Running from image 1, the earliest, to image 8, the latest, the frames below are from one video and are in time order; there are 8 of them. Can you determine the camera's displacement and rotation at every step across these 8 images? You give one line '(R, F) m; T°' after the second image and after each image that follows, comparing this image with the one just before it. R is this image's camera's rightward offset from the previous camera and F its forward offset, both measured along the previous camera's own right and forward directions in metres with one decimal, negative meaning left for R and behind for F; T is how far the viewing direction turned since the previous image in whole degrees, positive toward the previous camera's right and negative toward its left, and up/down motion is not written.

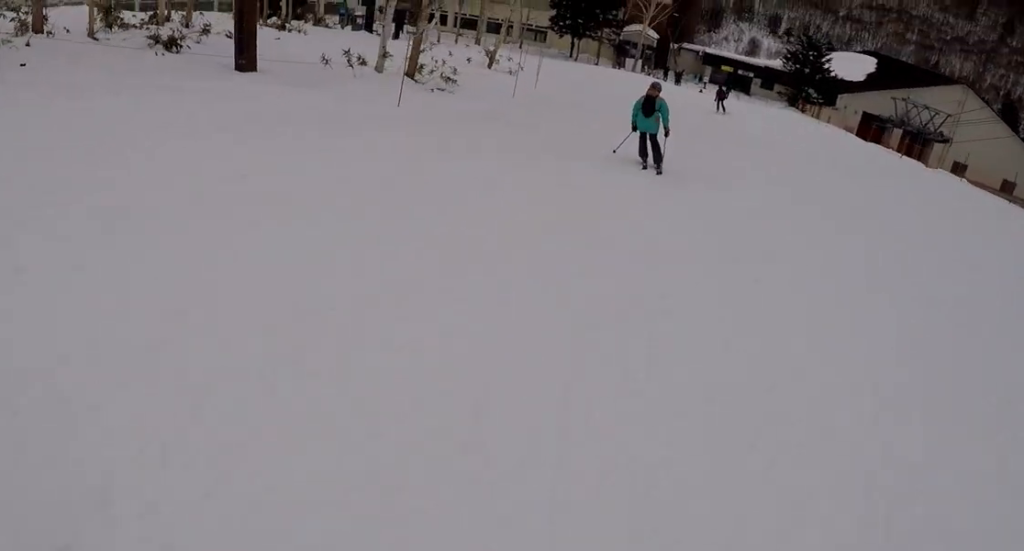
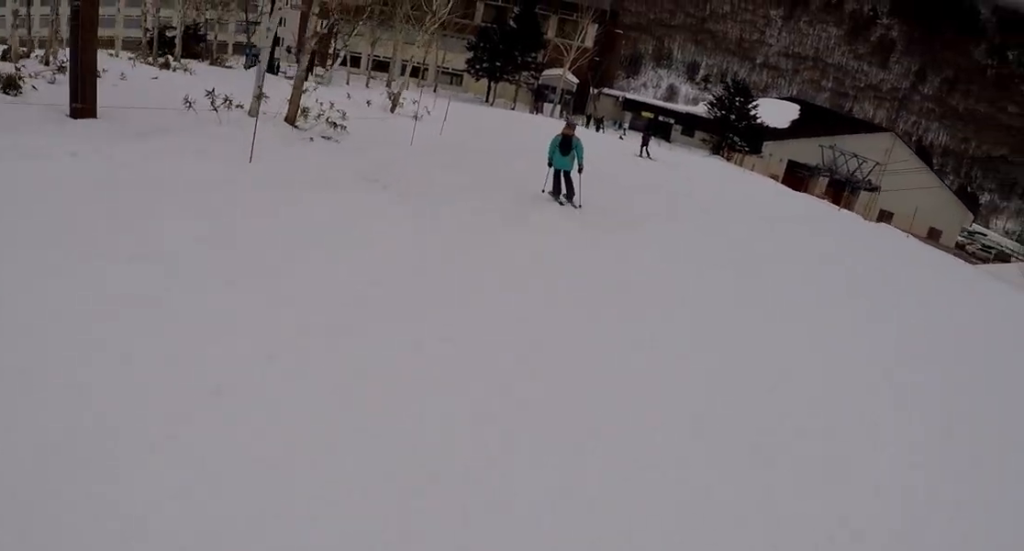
(-0.1, +3.8) m; +2°
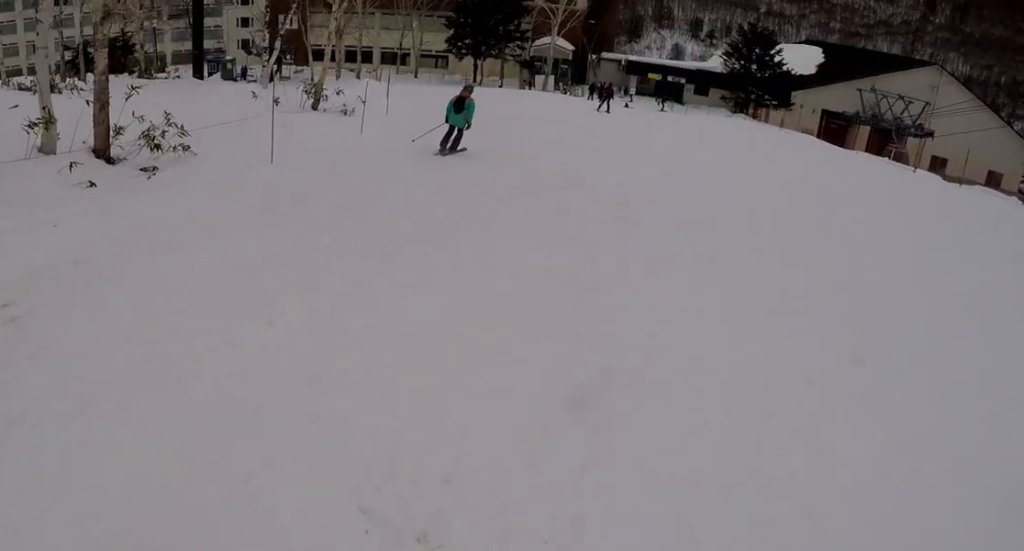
(+0.6, +8.2) m; -5°
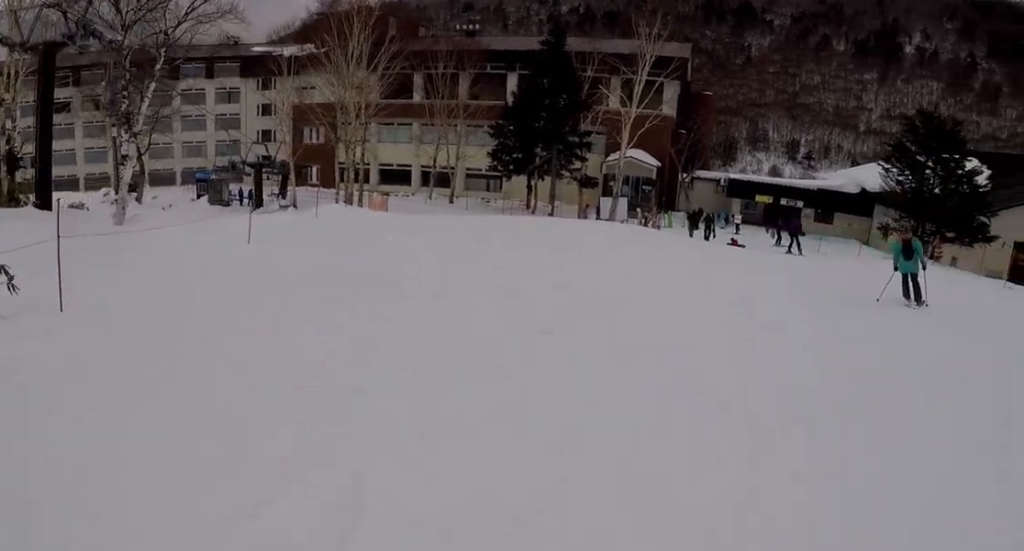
(-4.3, +16.5) m; -4°
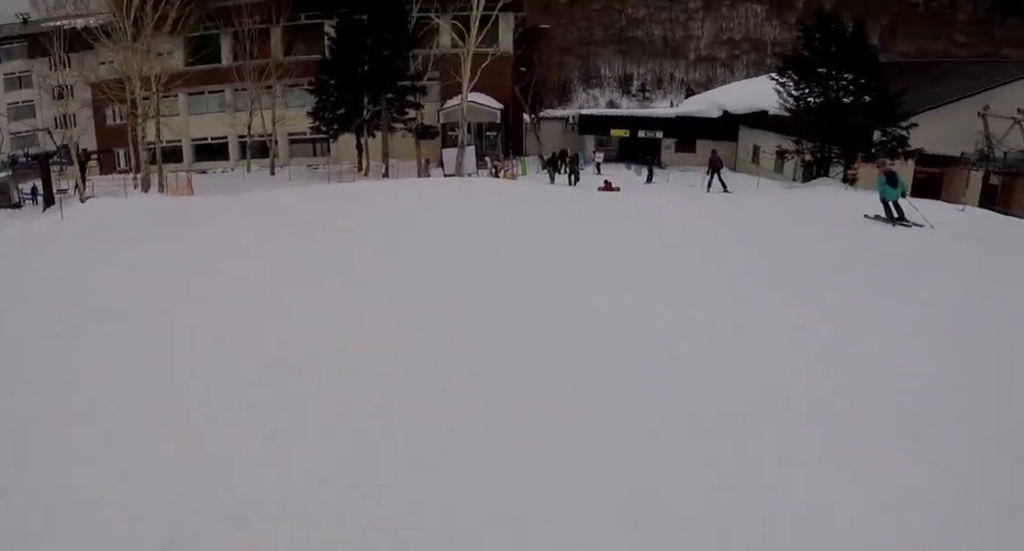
(+0.9, +5.5) m; +10°
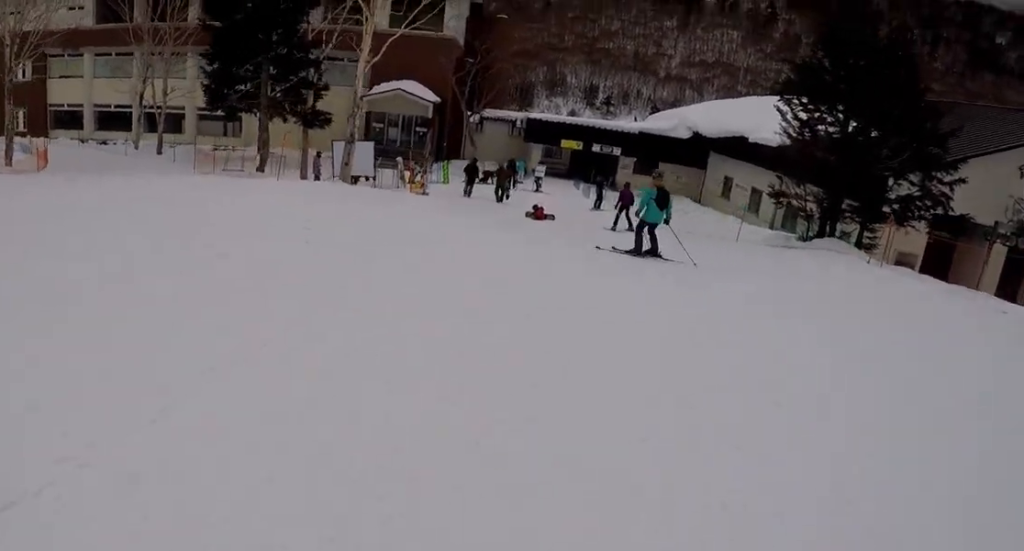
(+0.1, +7.2) m; -10°
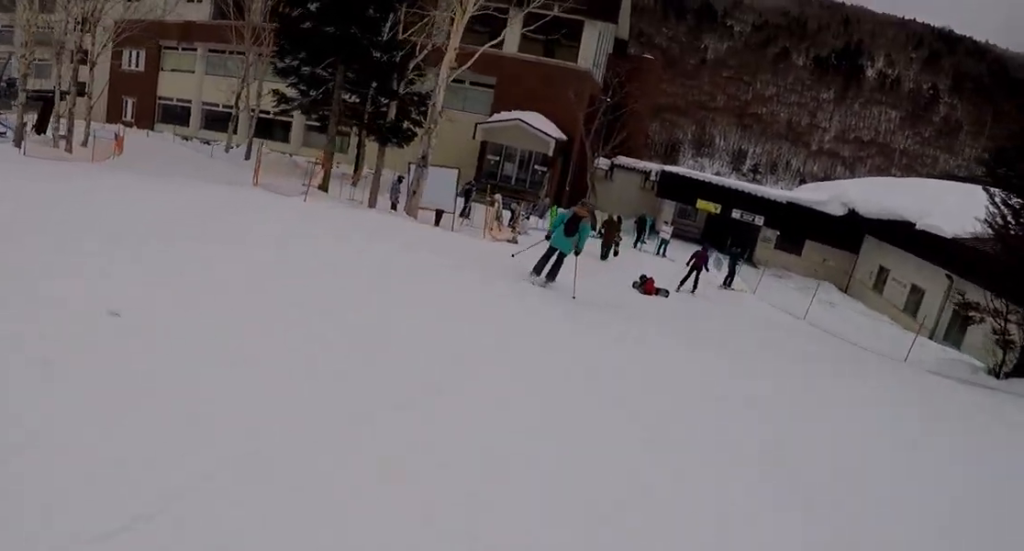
(-0.7, +4.7) m; -8°
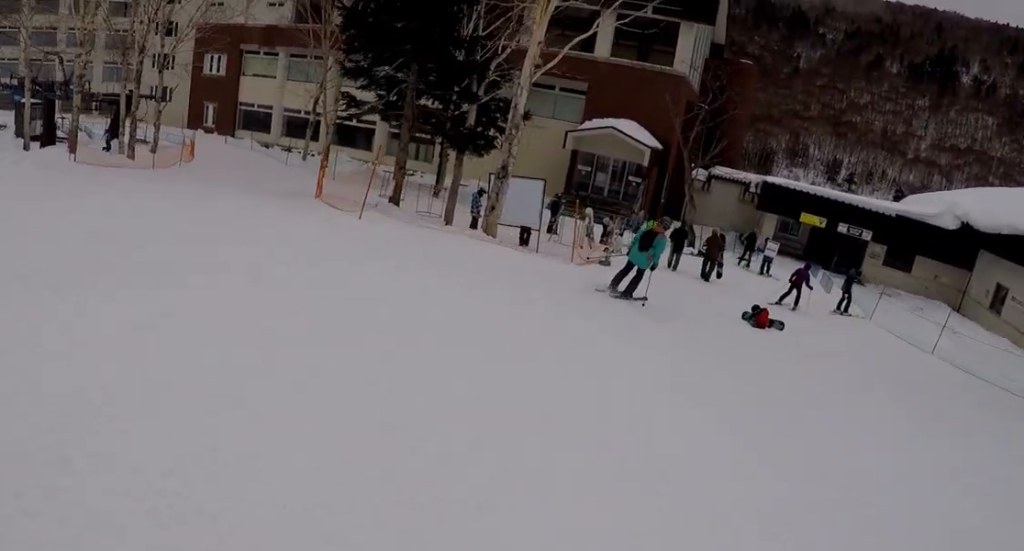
(-0.3, +2.5) m; -1°
